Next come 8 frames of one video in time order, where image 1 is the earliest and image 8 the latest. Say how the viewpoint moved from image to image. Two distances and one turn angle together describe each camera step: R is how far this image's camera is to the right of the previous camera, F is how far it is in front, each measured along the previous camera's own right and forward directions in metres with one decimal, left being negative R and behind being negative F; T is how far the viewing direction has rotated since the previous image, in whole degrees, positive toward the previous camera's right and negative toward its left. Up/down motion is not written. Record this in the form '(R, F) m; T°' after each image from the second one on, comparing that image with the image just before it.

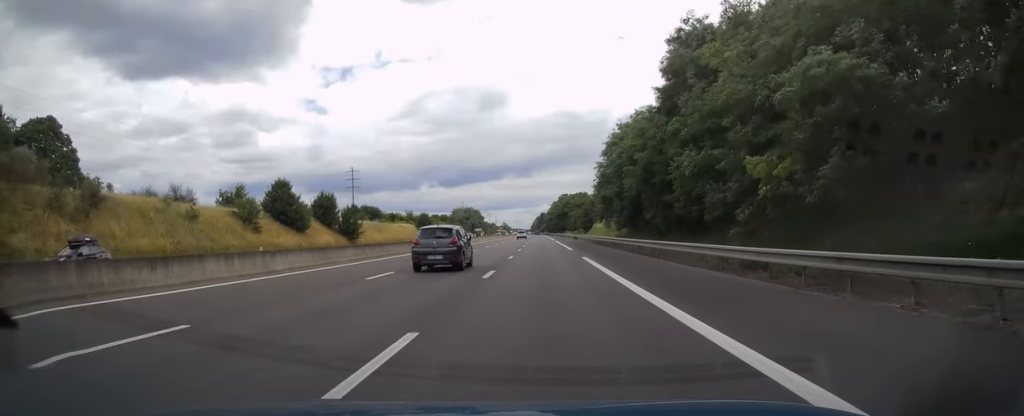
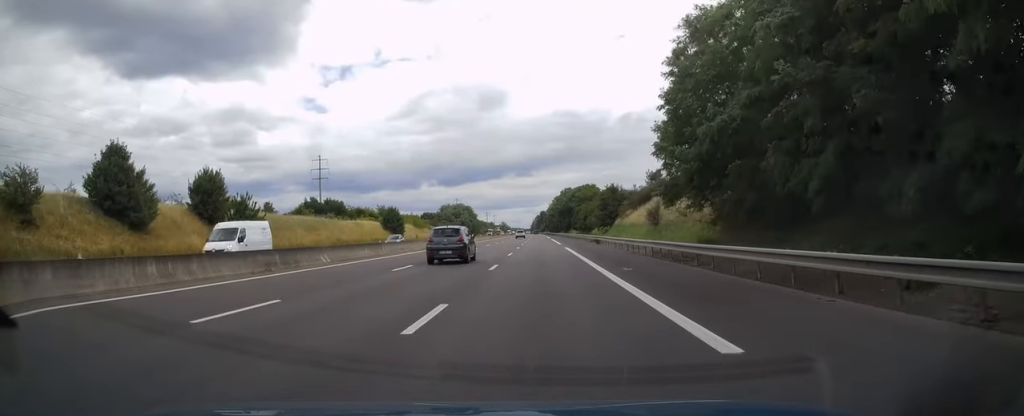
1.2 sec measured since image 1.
(0.0, +35.7) m; 0°
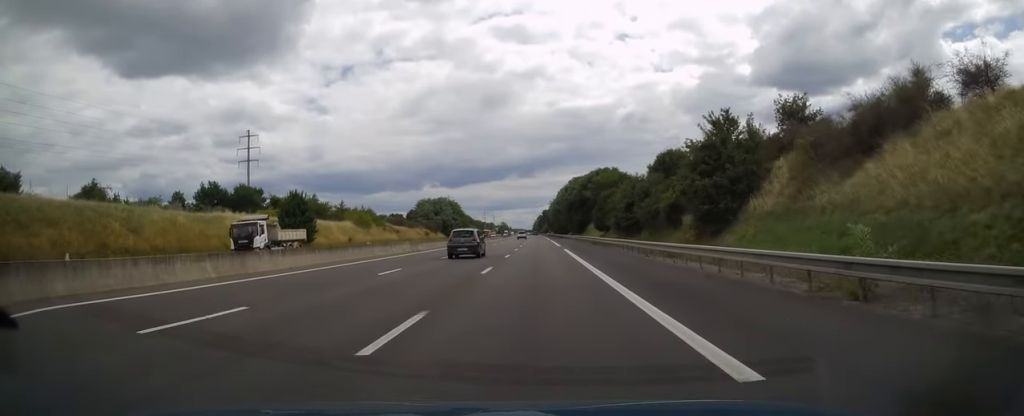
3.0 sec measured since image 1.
(-0.1, +52.8) m; 0°
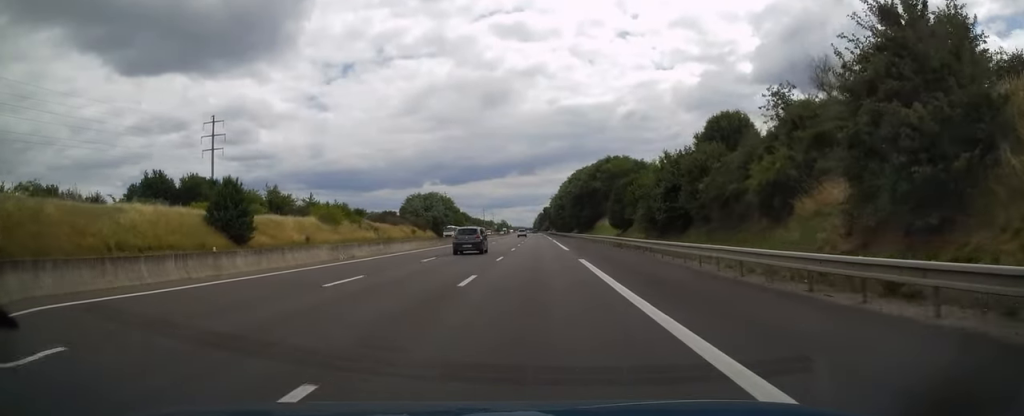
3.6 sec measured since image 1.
(0.0, +18.2) m; 0°
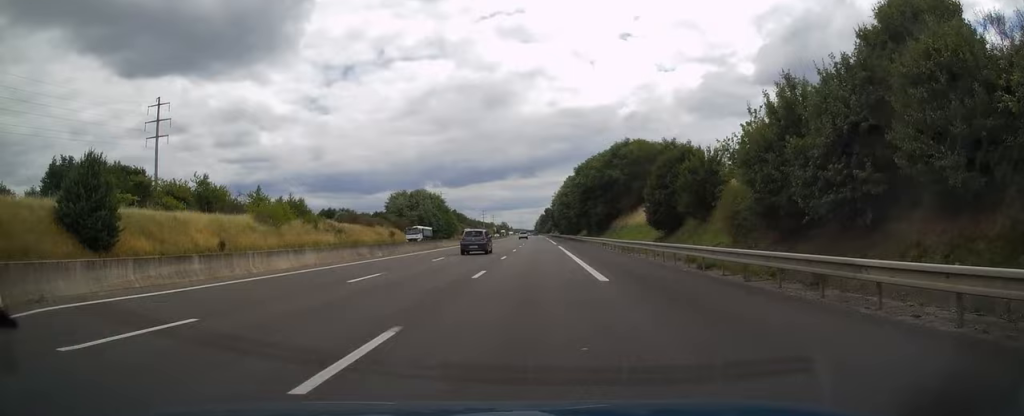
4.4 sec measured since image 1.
(0.0, +22.6) m; 0°
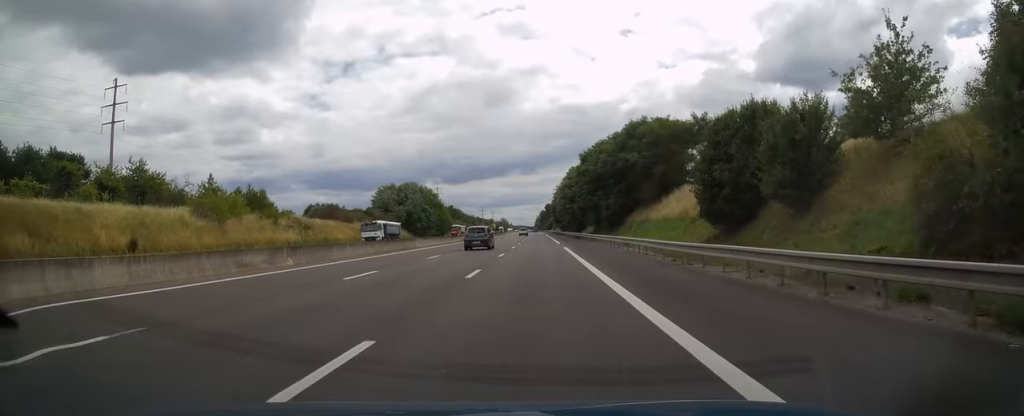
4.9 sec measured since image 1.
(0.0, +14.2) m; 0°
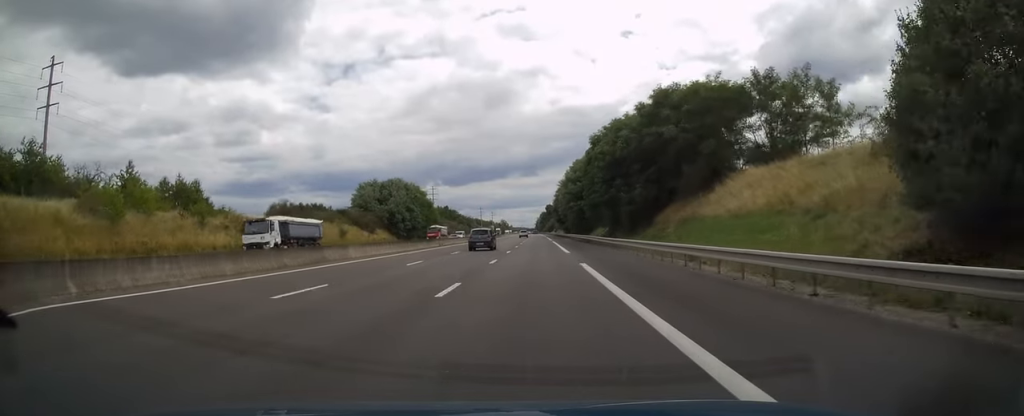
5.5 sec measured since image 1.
(0.0, +17.7) m; 0°
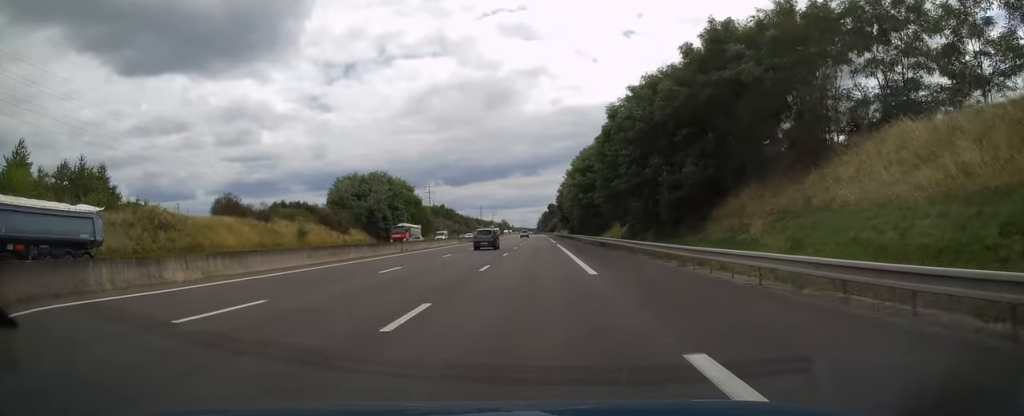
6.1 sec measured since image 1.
(0.0, +17.3) m; 0°
